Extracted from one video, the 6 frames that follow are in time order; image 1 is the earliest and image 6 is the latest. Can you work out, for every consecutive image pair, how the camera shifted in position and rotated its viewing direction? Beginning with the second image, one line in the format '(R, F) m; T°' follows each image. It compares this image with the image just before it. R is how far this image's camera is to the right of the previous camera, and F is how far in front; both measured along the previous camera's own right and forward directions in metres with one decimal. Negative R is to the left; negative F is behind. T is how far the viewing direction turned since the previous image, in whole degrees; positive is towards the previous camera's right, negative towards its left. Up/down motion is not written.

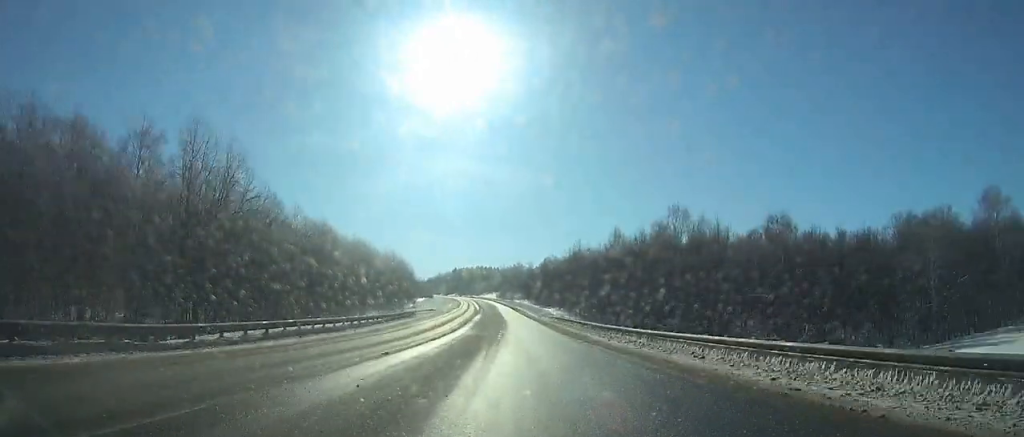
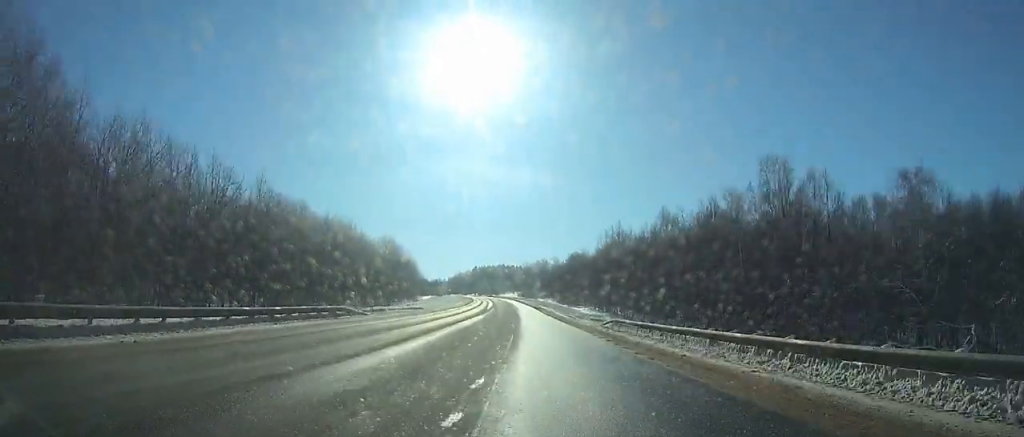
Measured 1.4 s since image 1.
(-0.5, +30.3) m; -1°
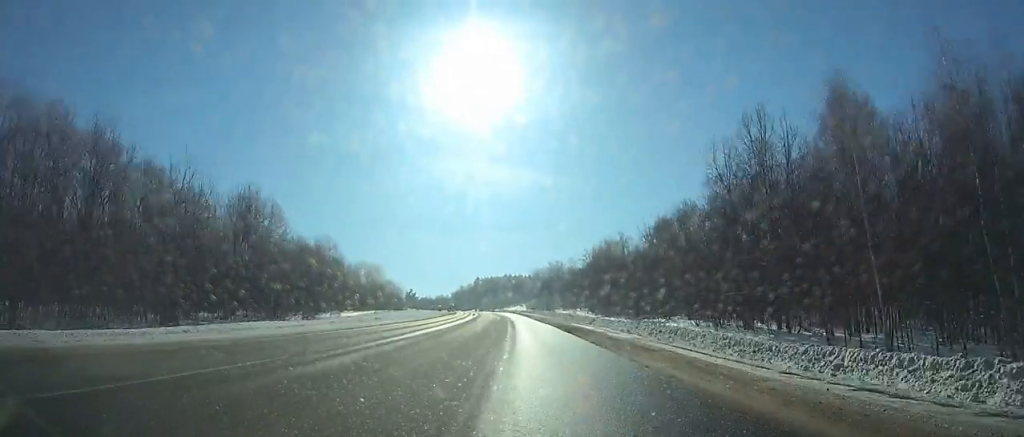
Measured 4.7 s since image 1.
(-1.9, +72.1) m; -3°
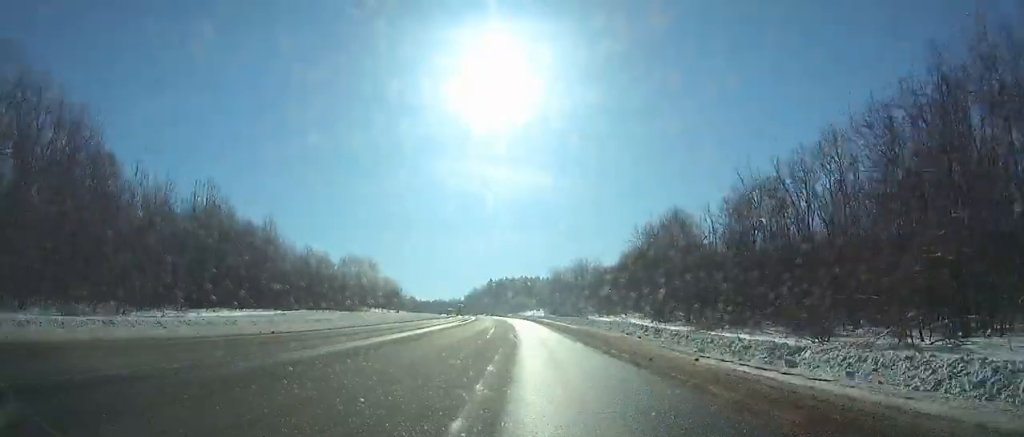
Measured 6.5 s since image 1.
(+0.2, +39.6) m; -1°
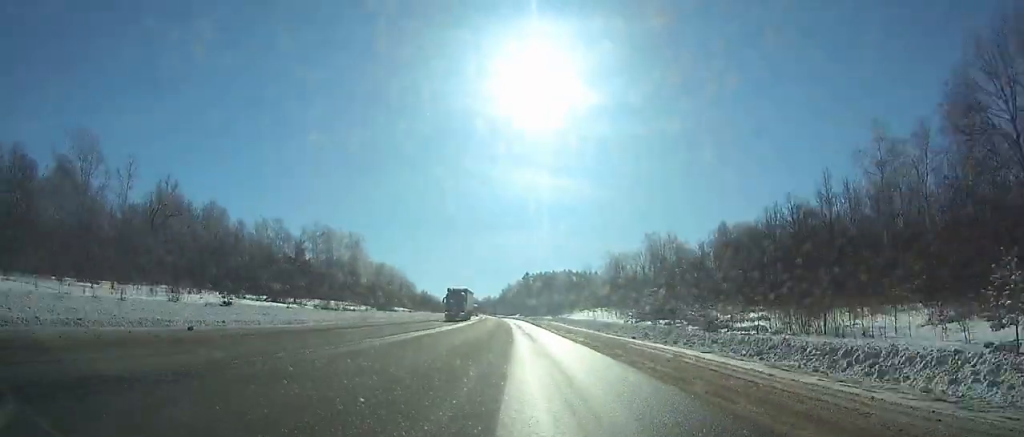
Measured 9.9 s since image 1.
(-2.5, +75.0) m; -4°
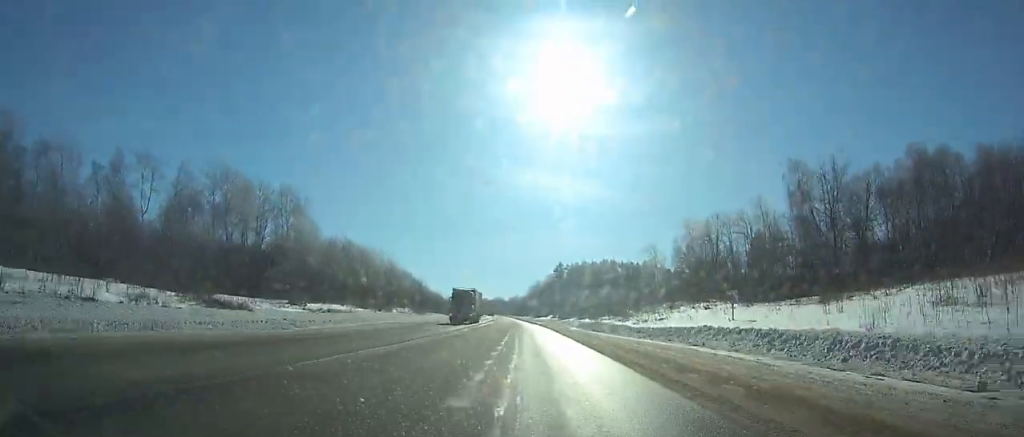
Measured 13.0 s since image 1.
(-1.9, +68.5) m; -3°
